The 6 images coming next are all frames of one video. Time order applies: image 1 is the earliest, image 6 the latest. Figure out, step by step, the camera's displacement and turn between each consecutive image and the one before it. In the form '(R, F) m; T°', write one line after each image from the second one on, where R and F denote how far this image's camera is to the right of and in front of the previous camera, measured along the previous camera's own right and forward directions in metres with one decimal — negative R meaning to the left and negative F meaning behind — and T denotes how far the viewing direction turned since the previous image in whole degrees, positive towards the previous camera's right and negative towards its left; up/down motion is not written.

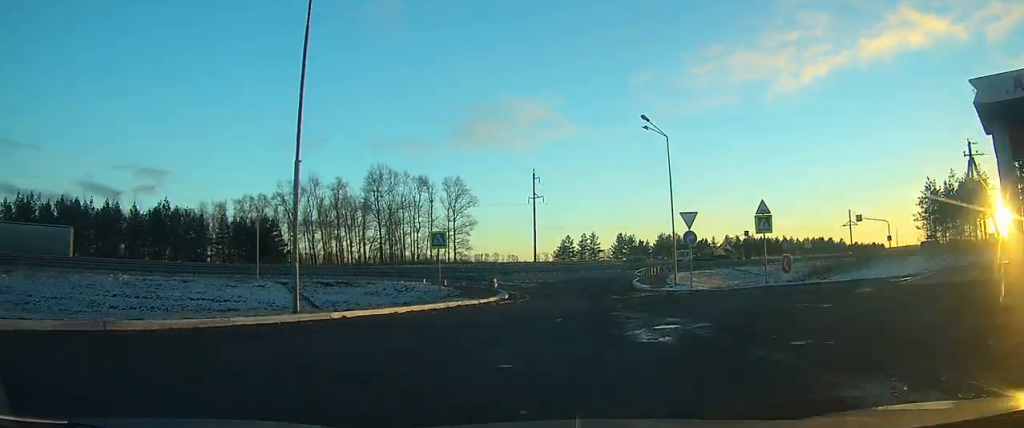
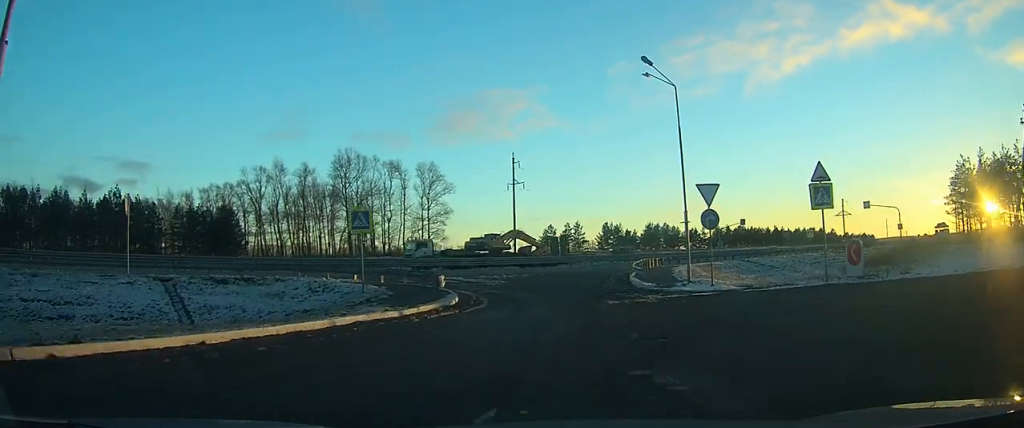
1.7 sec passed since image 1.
(+0.1, +9.0) m; +2°
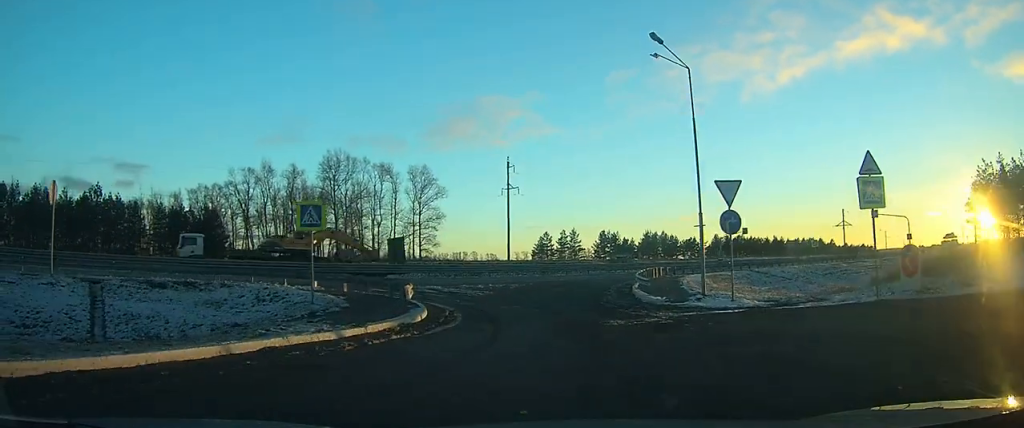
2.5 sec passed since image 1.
(0.0, +4.2) m; +1°
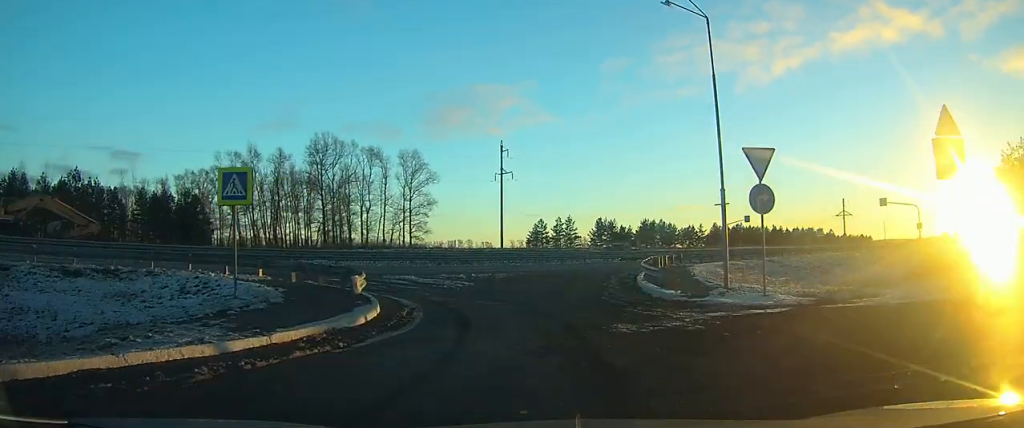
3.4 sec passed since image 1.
(0.0, +4.4) m; +1°
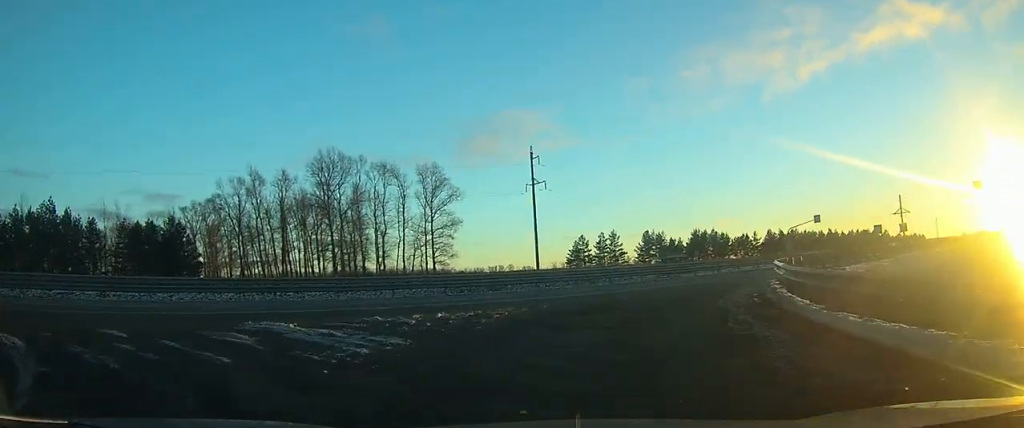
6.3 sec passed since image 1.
(+0.1, +13.9) m; +1°
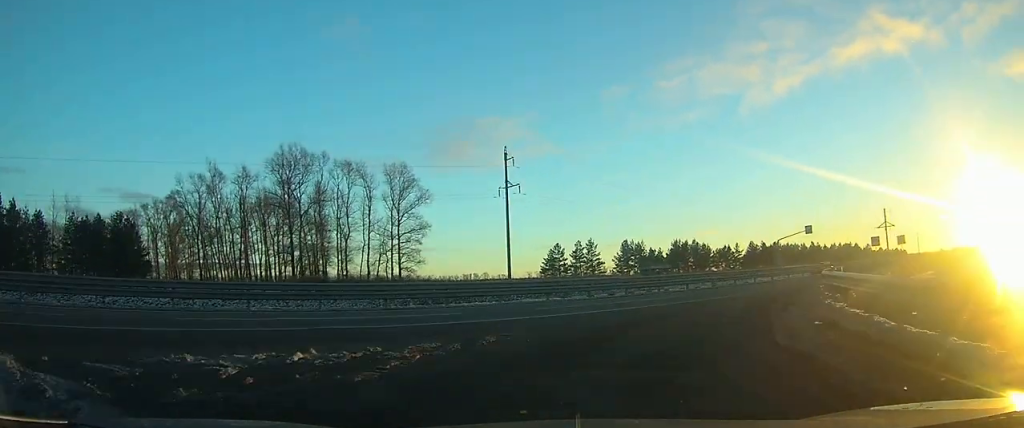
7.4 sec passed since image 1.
(0.0, +5.5) m; +2°
